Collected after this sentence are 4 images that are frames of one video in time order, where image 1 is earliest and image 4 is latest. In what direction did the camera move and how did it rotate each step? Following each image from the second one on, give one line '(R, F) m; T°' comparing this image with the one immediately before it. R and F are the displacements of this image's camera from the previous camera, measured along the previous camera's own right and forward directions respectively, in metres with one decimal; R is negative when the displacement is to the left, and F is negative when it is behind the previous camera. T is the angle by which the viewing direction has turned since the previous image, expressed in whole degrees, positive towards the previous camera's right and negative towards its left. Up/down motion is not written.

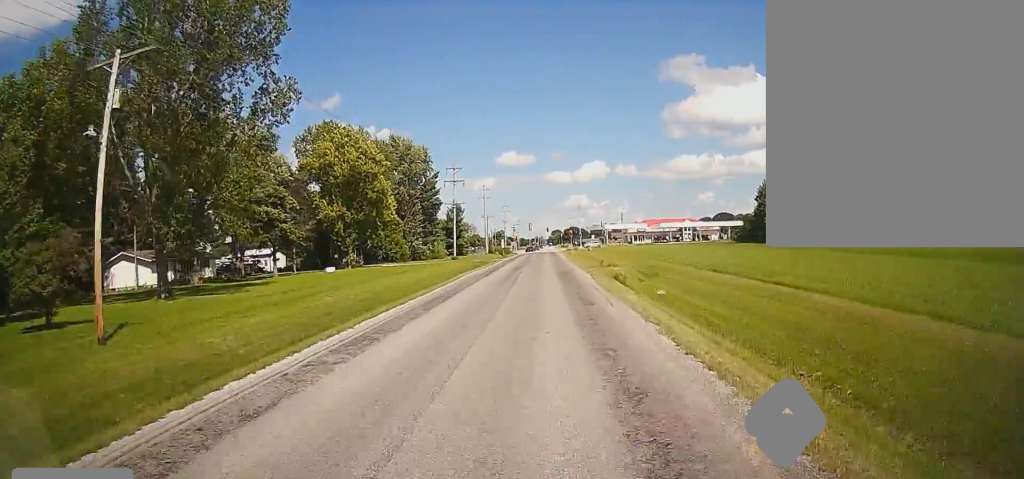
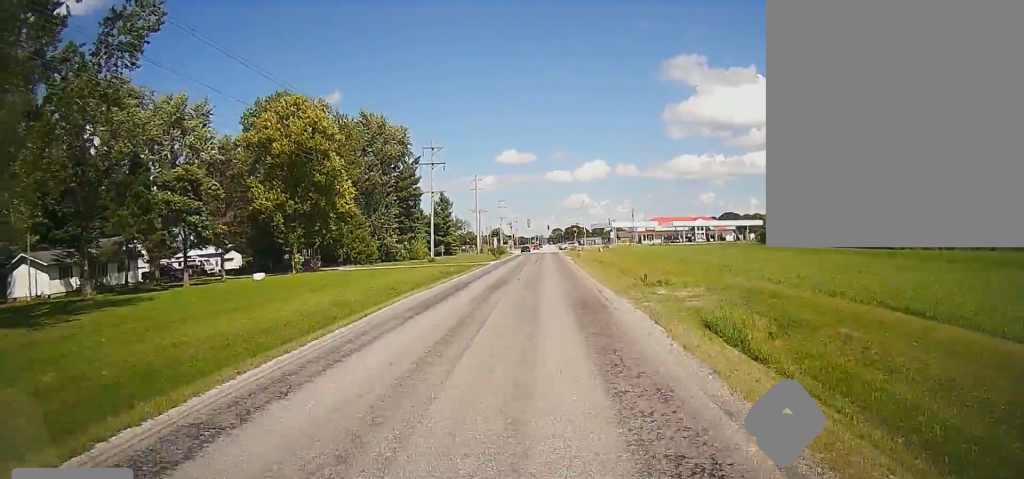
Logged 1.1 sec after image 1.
(+0.3, +19.4) m; 0°
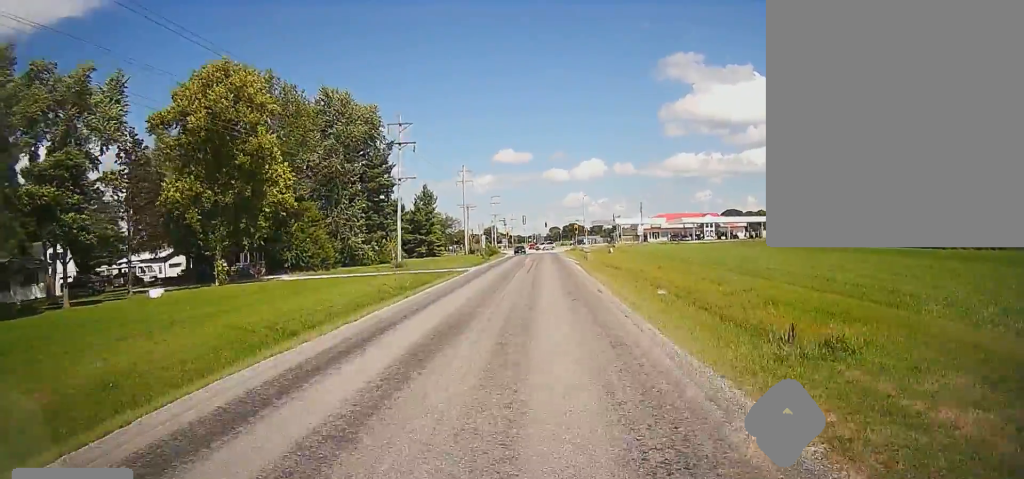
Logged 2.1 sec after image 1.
(-0.3, +16.3) m; -1°
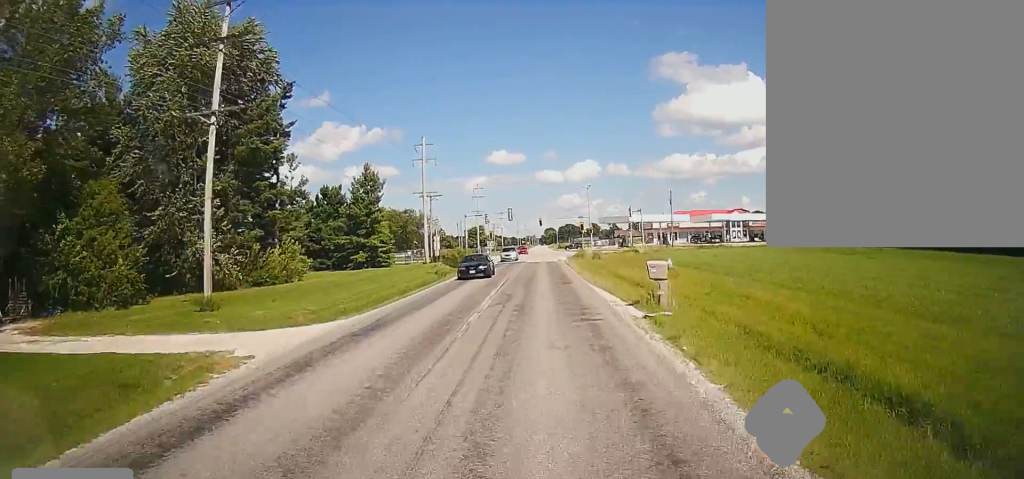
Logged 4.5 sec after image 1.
(+0.2, +35.2) m; 0°
